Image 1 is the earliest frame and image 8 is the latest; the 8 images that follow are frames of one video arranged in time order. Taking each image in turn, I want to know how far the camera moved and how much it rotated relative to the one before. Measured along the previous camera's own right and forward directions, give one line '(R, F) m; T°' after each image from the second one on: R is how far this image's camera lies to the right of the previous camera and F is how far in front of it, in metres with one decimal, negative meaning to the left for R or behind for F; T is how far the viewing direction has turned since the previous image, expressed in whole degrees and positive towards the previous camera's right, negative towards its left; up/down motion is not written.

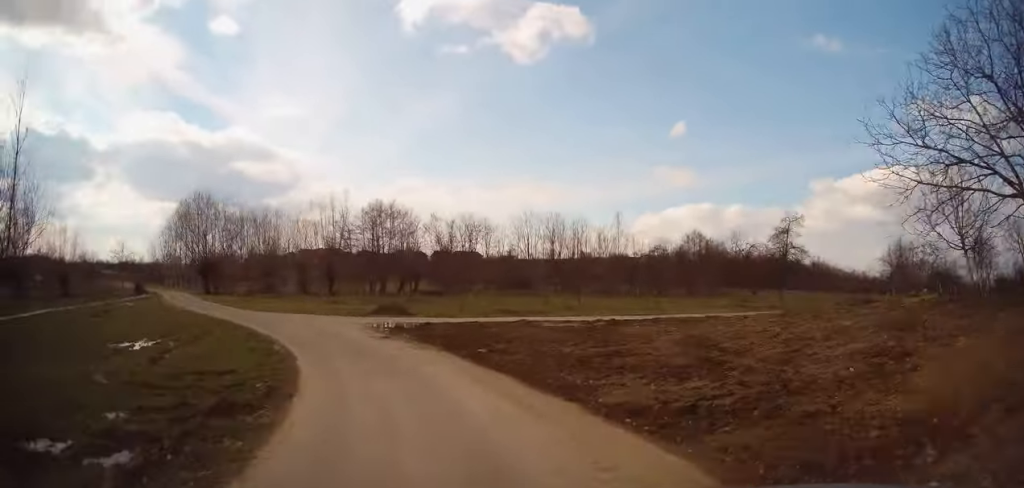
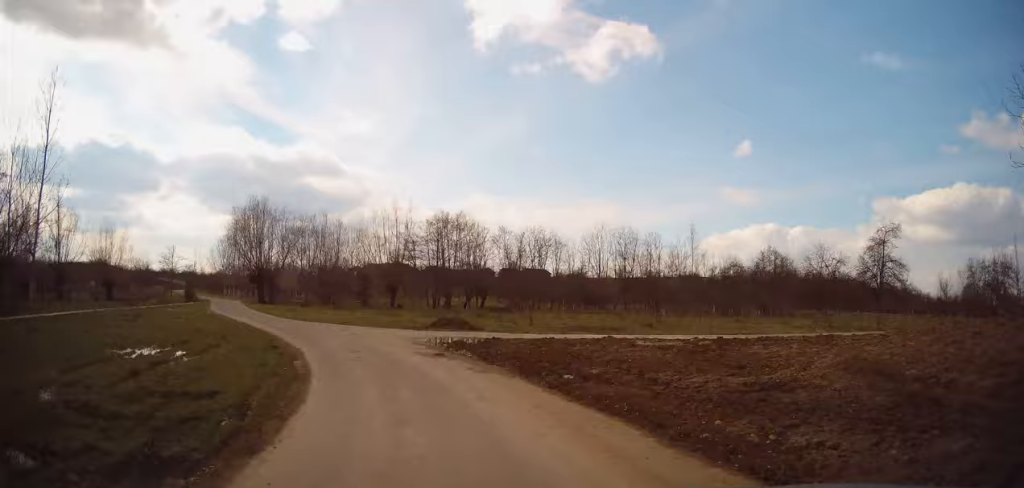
(0.0, +3.7) m; -6°
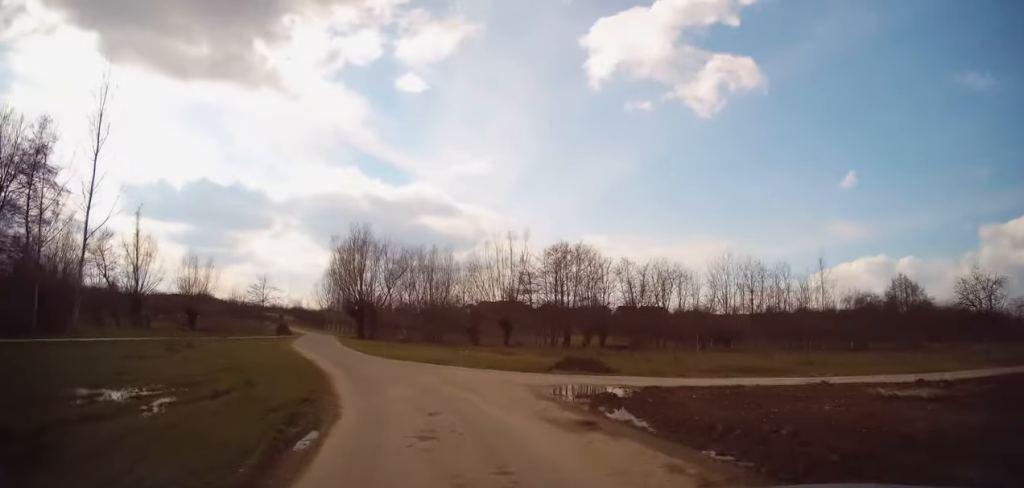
(-0.7, +6.3) m; -11°
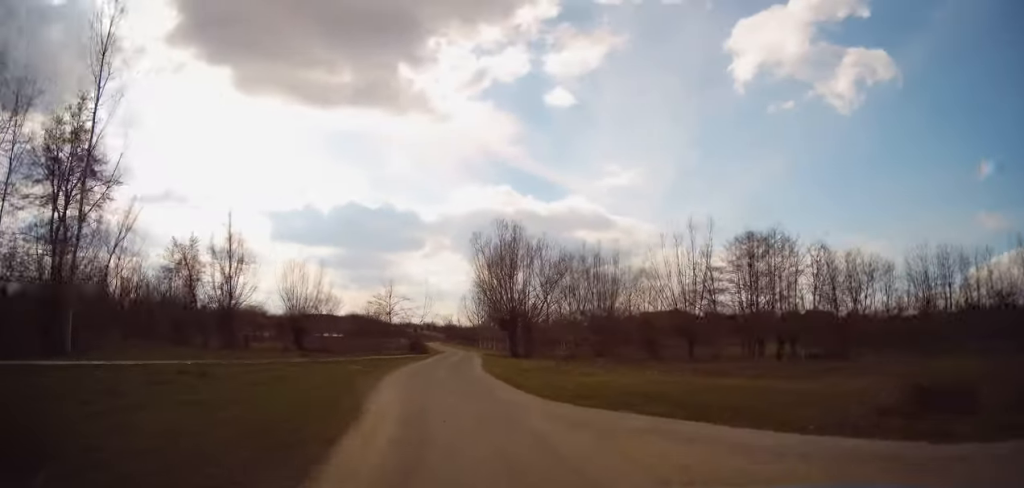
(-2.0, +12.6) m; -15°
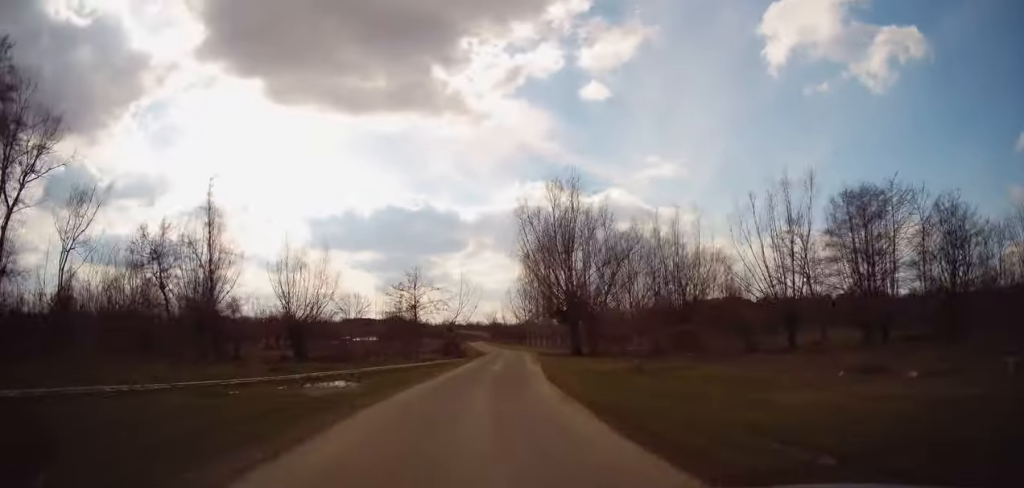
(-0.7, +11.7) m; -5°
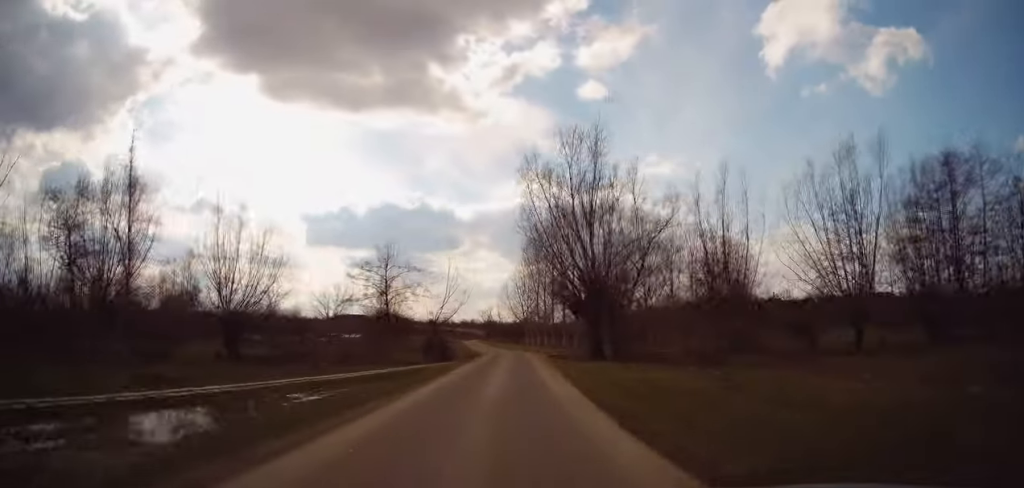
(-0.3, +10.2) m; 0°
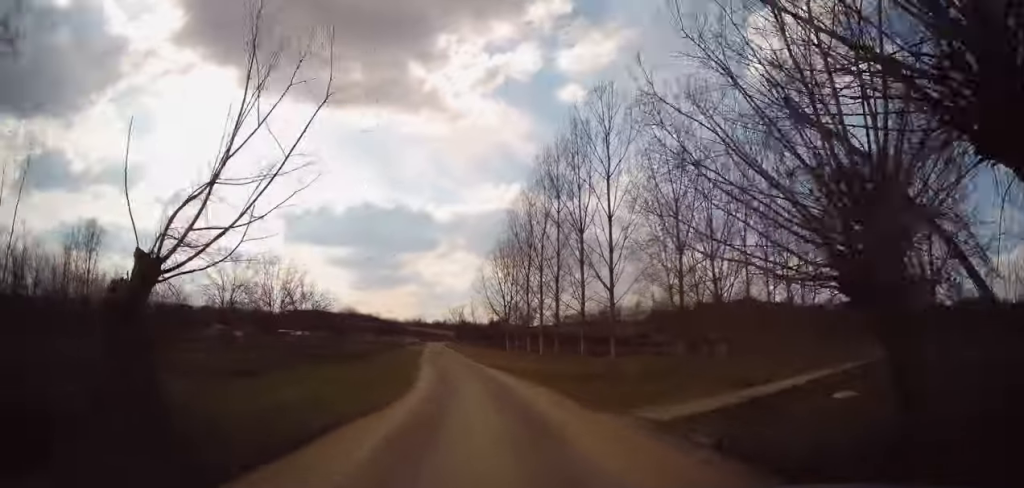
(+1.5, +30.1) m; +2°
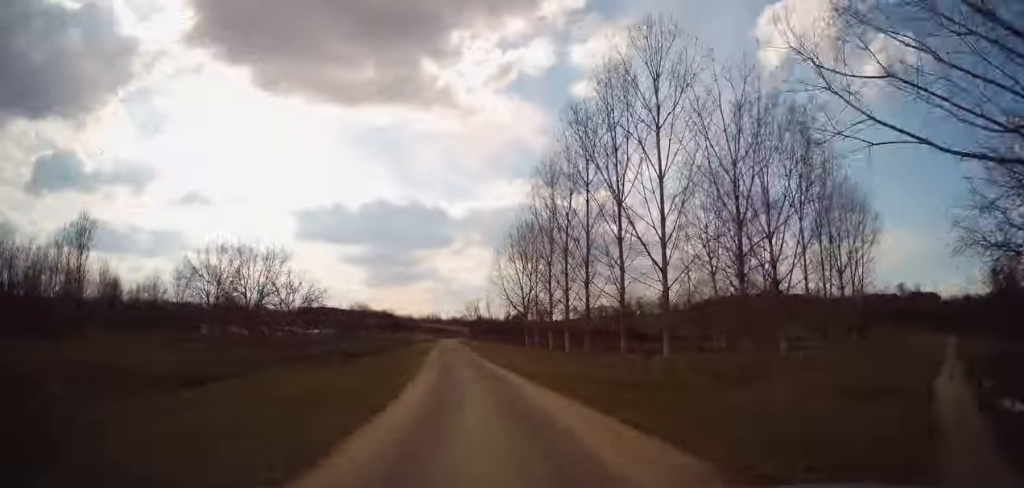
(-0.3, +7.3) m; -1°
